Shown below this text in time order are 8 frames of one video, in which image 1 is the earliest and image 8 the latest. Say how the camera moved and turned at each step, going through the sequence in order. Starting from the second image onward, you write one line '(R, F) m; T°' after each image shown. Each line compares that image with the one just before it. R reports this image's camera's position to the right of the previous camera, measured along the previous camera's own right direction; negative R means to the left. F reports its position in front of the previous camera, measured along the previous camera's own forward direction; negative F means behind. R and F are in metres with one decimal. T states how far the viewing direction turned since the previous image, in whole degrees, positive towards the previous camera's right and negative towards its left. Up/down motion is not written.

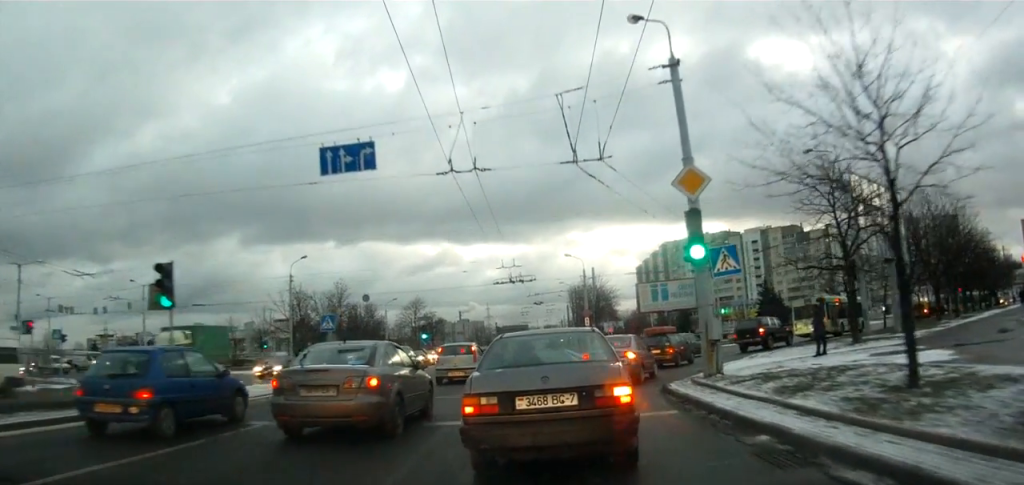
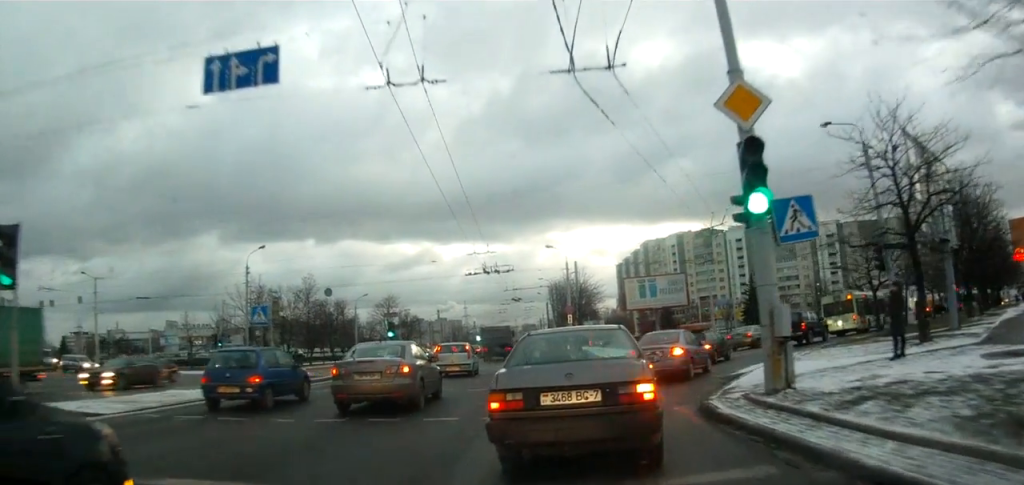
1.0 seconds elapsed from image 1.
(0.0, +5.1) m; 0°
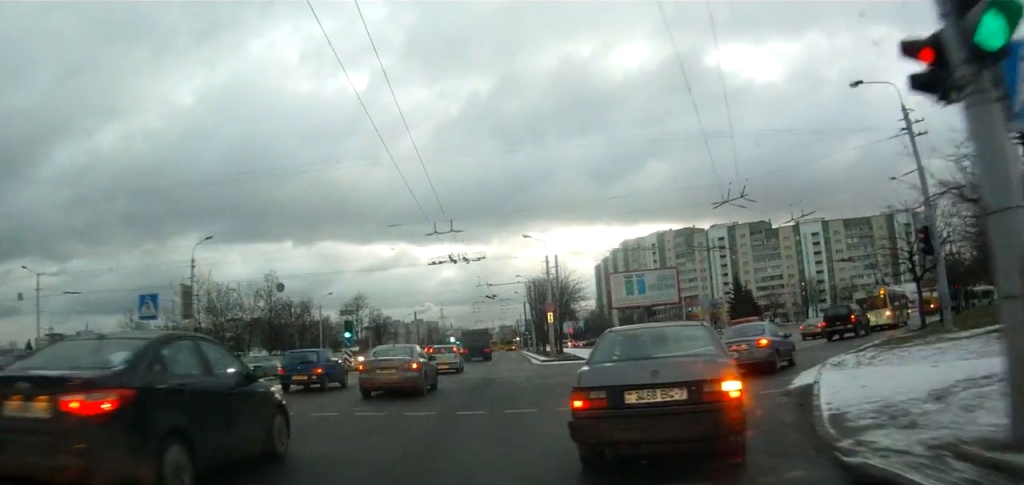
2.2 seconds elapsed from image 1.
(0.0, +5.7) m; +6°
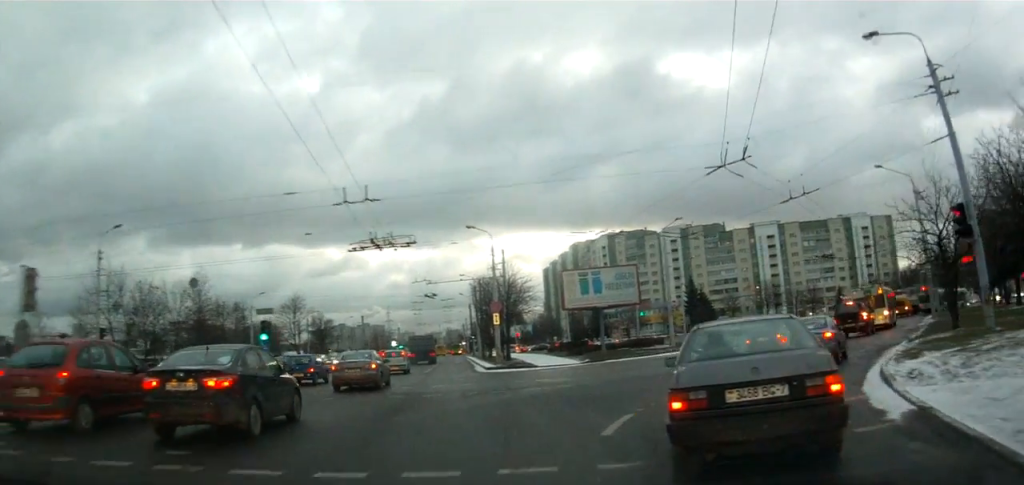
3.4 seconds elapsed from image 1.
(+0.5, +5.7) m; +1°
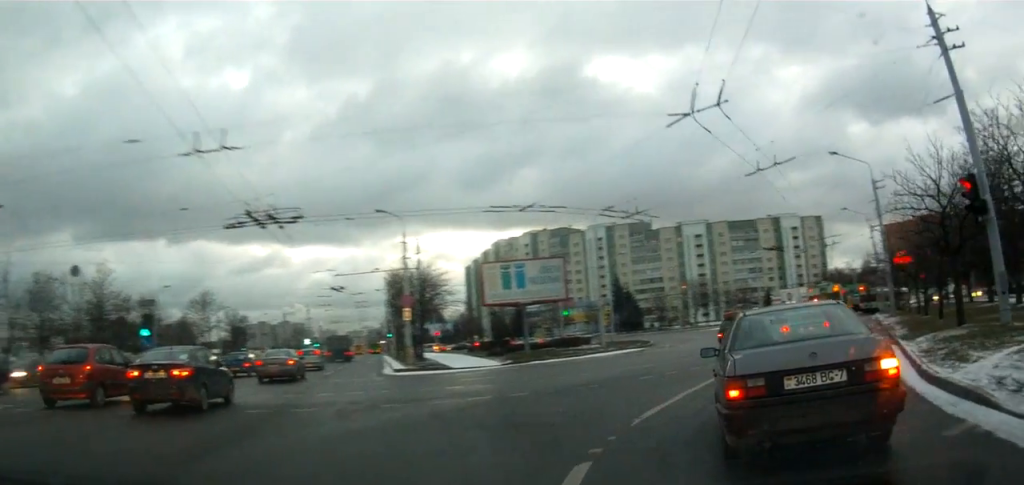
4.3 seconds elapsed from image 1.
(-0.5, +4.7) m; +6°
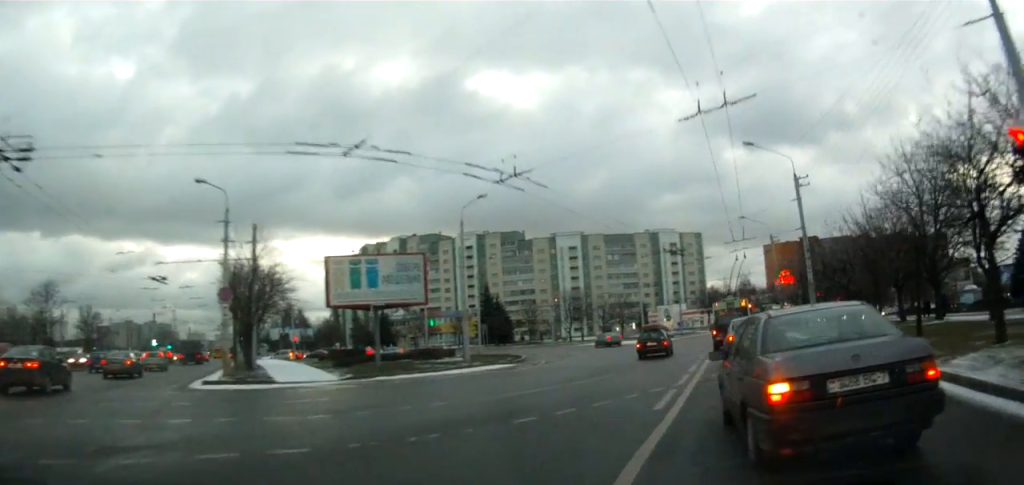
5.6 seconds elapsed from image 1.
(+2.0, +7.4) m; +21°
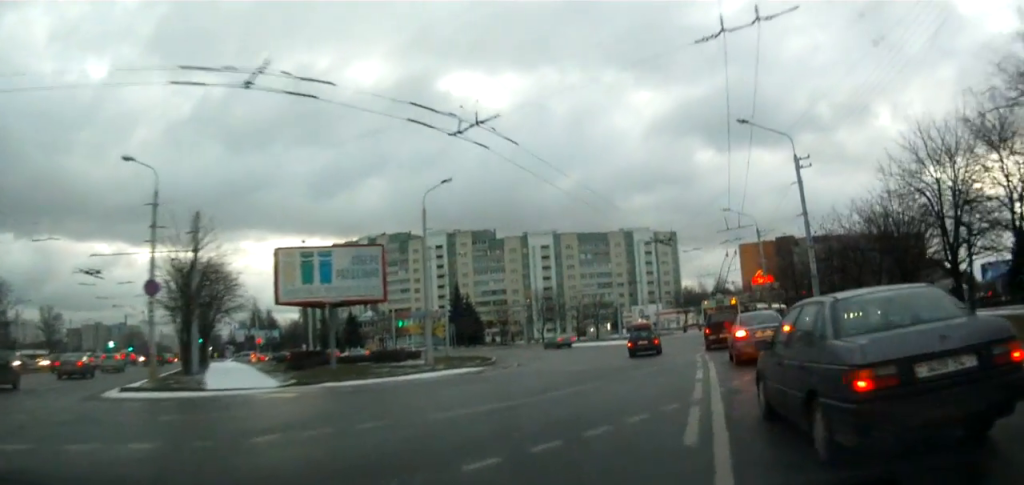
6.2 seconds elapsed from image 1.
(+0.4, +4.0) m; +3°
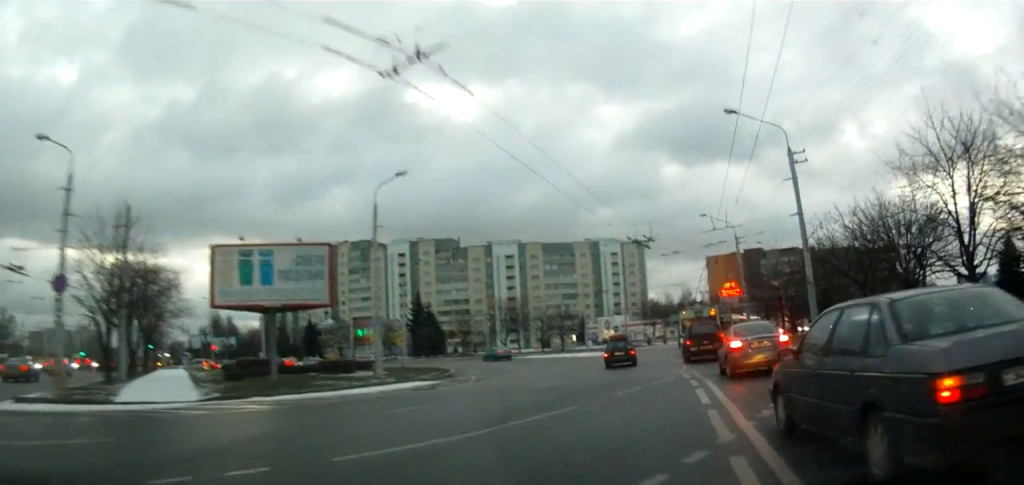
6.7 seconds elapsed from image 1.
(-0.1, +3.7) m; 0°
